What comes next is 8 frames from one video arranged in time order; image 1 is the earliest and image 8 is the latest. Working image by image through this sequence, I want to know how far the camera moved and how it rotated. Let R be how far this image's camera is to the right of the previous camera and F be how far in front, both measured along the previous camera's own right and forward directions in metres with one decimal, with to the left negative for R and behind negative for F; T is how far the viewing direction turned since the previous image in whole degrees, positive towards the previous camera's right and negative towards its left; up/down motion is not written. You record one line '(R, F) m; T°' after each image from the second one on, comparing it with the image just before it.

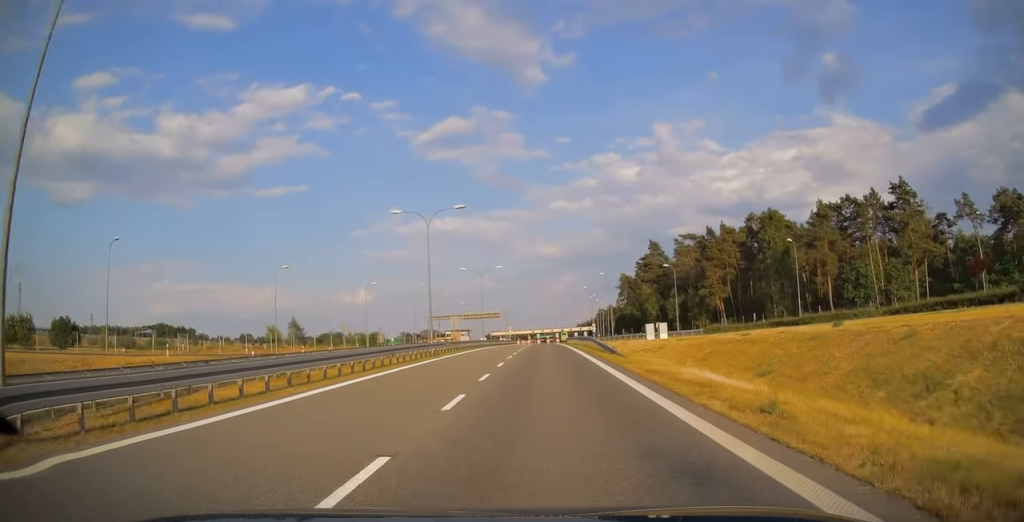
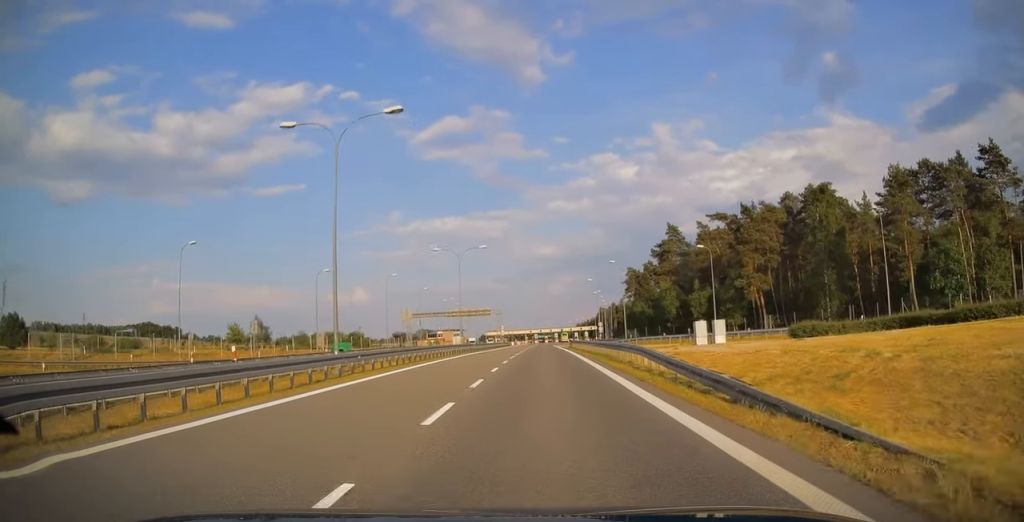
(-0.2, +20.0) m; -1°
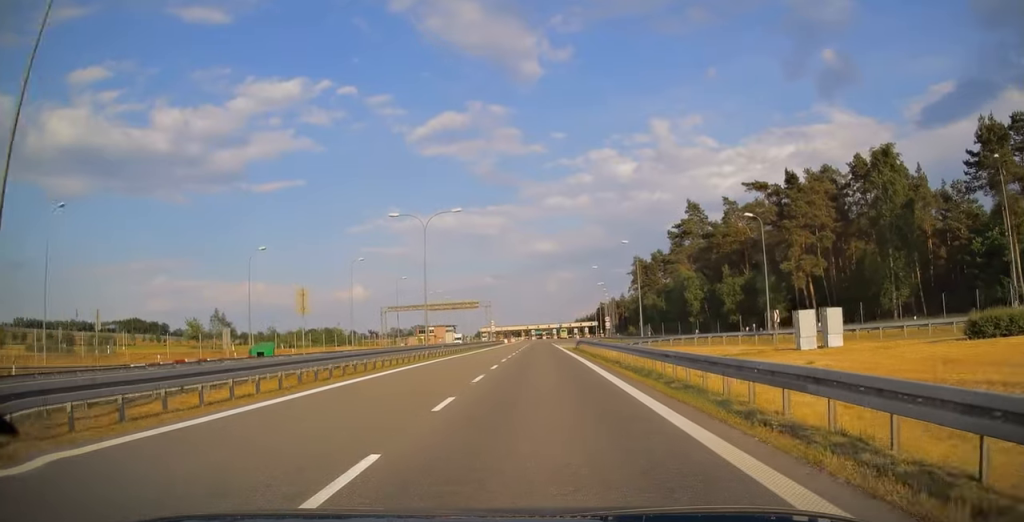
(+0.1, +16.9) m; +1°
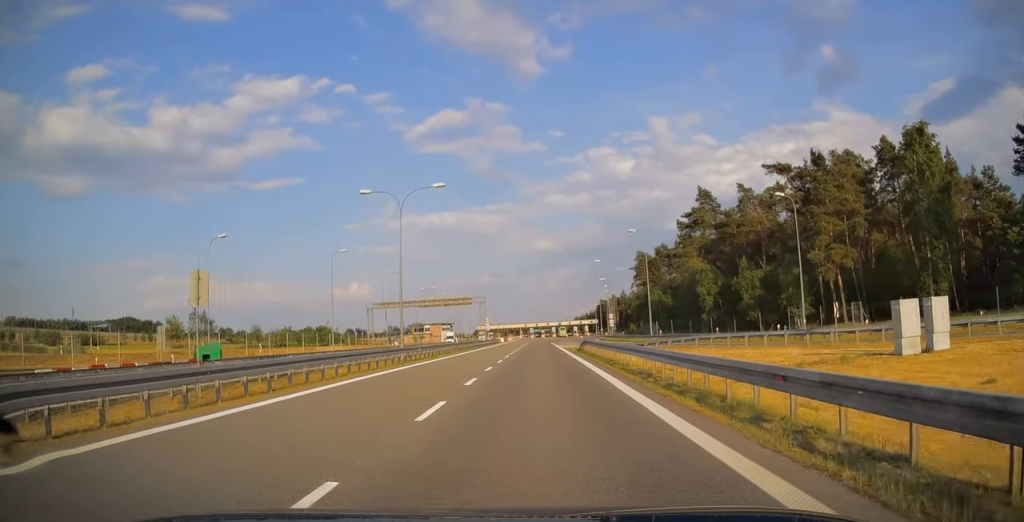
(+0.1, +7.3) m; 0°
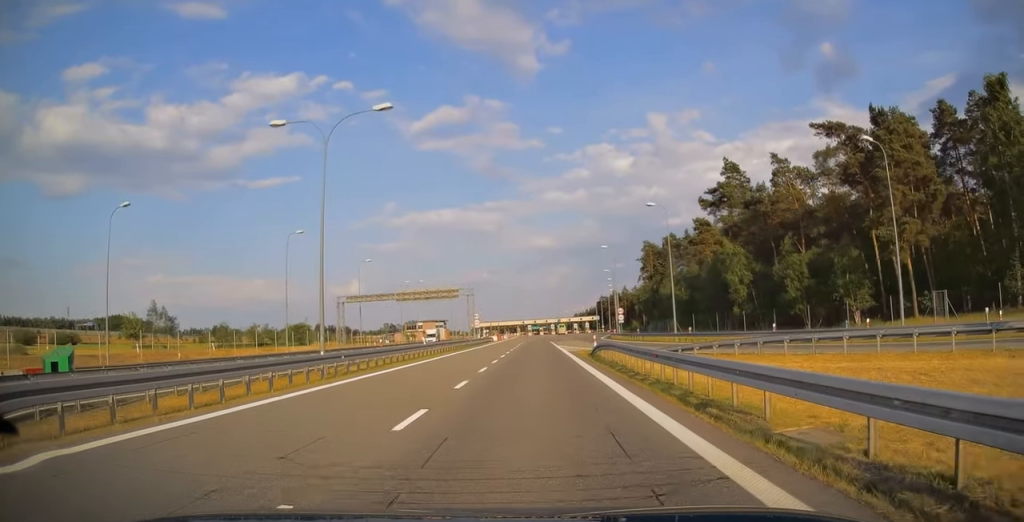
(+0.1, +13.1) m; -1°
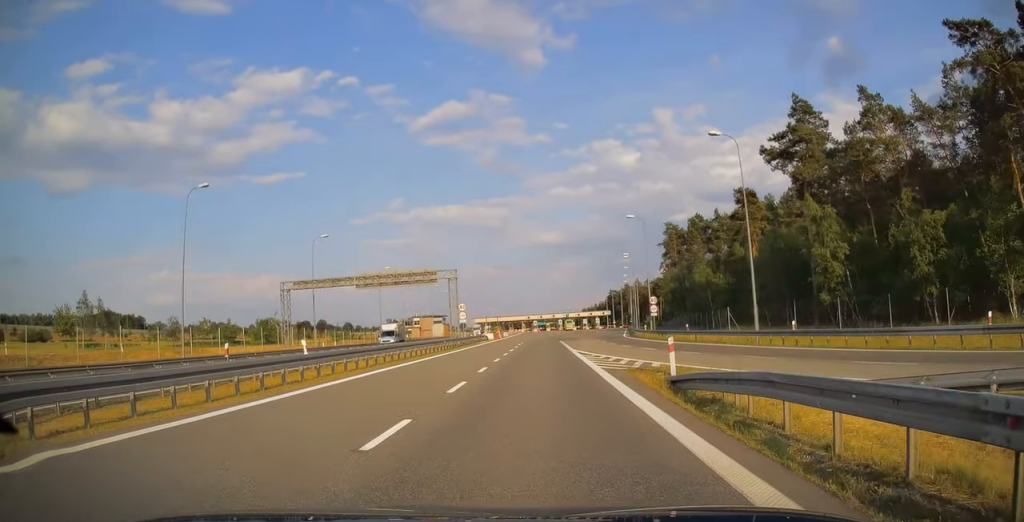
(-0.2, +19.5) m; 0°
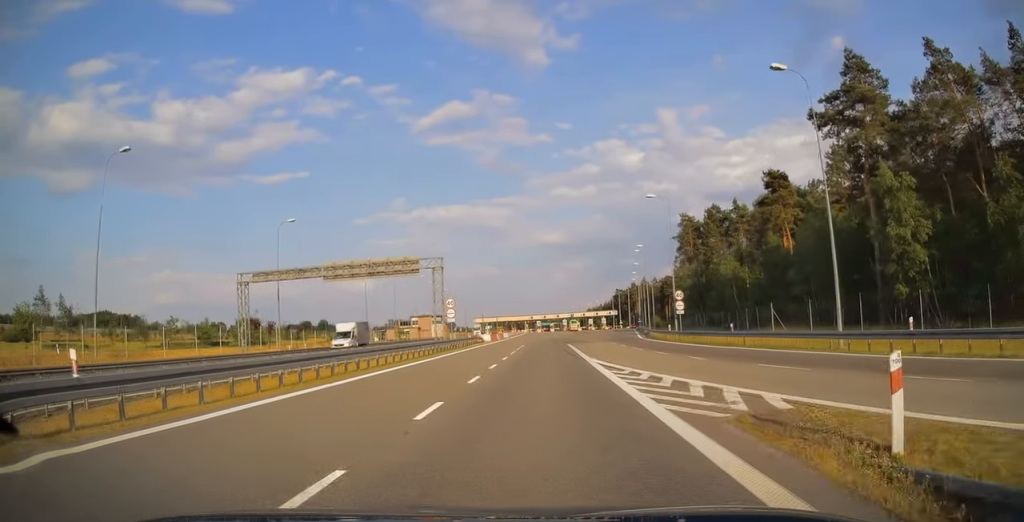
(+0.3, +9.9) m; 0°
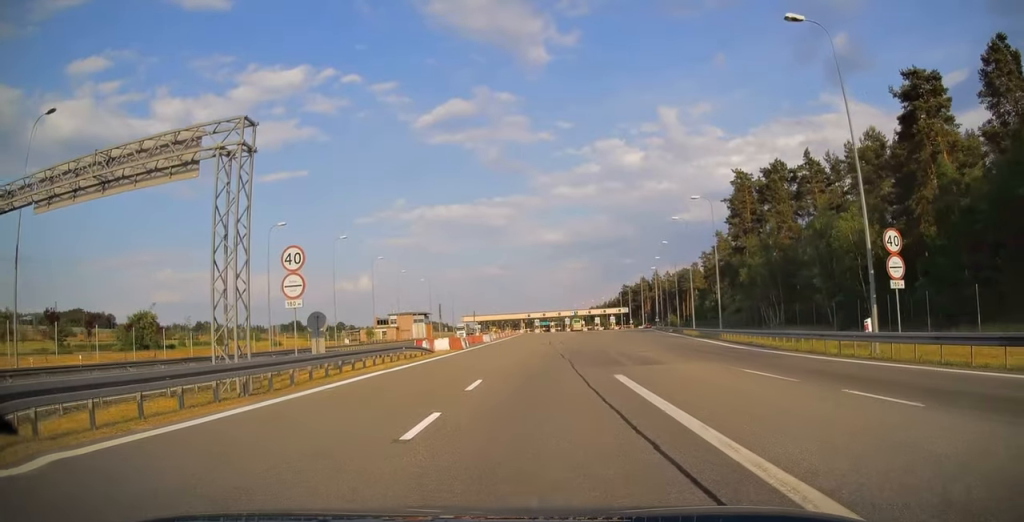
(-1.5, +31.9) m; -2°
